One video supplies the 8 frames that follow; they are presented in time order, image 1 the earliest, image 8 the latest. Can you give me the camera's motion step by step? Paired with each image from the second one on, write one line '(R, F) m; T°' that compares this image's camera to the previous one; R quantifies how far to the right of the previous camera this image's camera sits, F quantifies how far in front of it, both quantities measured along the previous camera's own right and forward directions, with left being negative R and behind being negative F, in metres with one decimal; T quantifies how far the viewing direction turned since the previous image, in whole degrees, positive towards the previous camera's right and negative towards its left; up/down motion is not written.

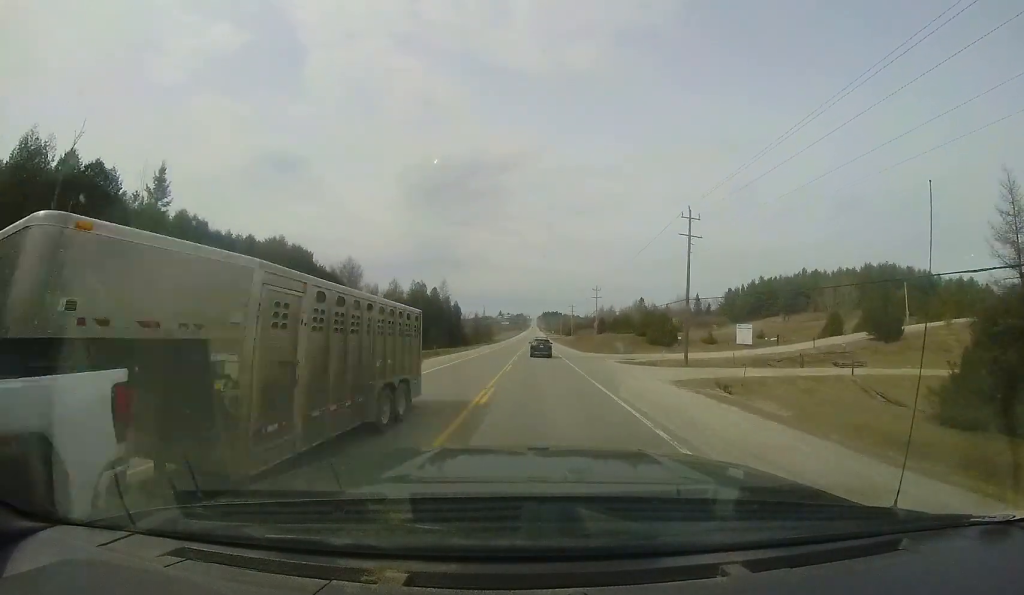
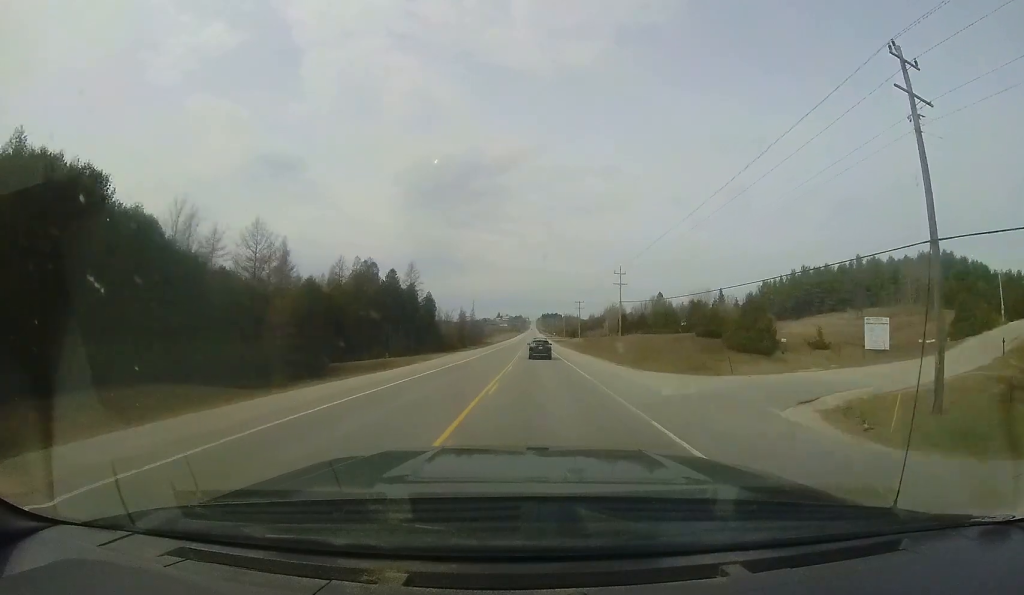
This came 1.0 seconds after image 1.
(+0.2, +26.1) m; 0°
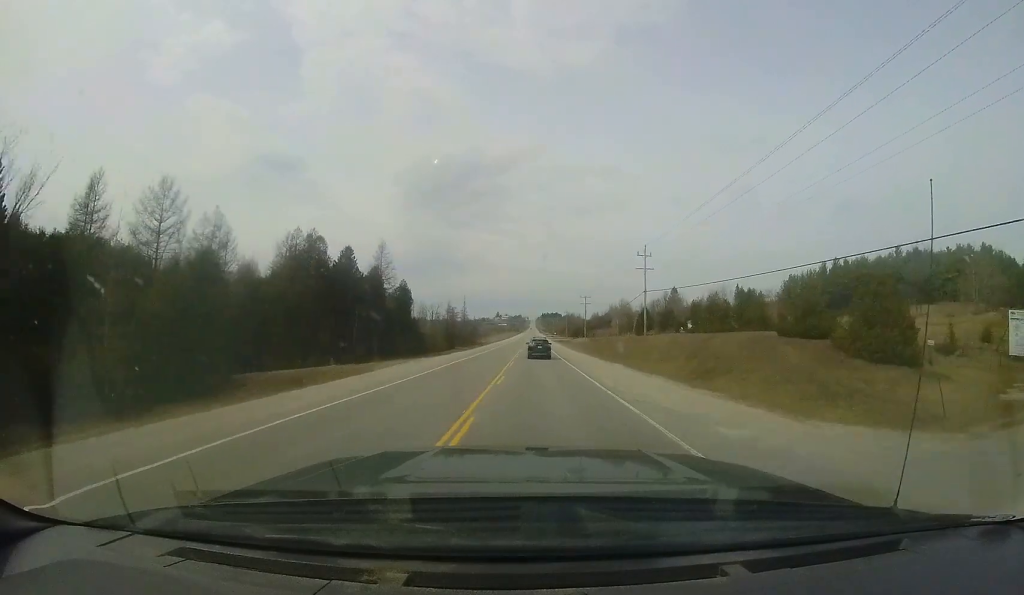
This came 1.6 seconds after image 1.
(0.0, +15.2) m; 0°
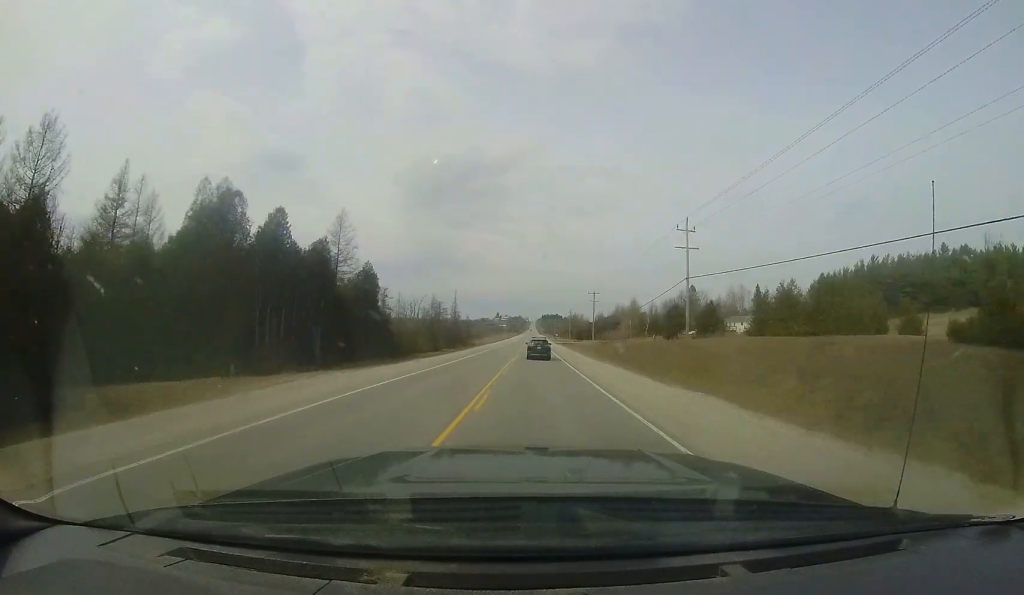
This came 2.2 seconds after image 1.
(0.0, +14.3) m; 0°
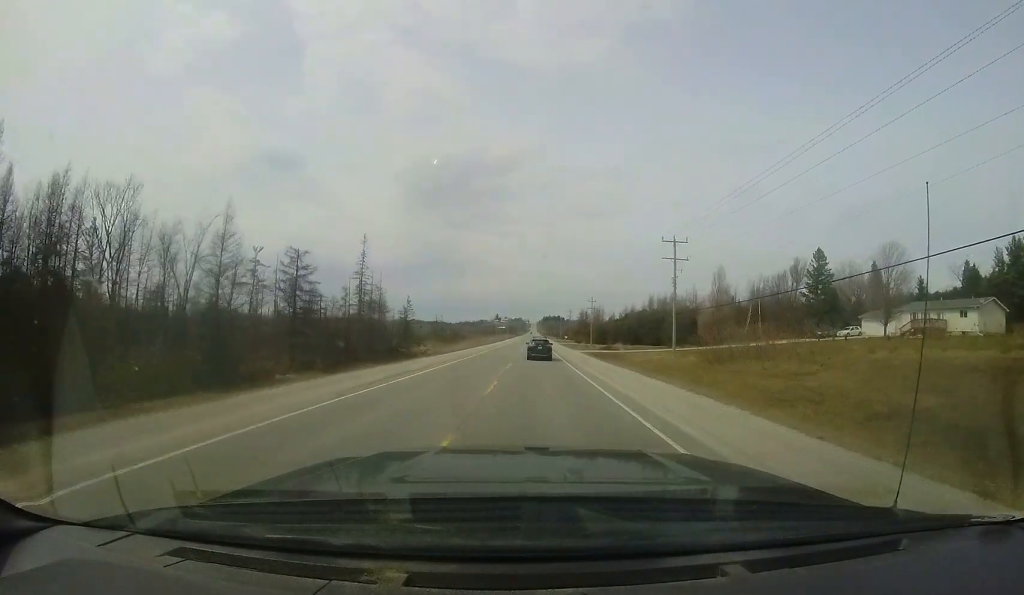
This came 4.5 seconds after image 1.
(-0.4, +55.7) m; 0°
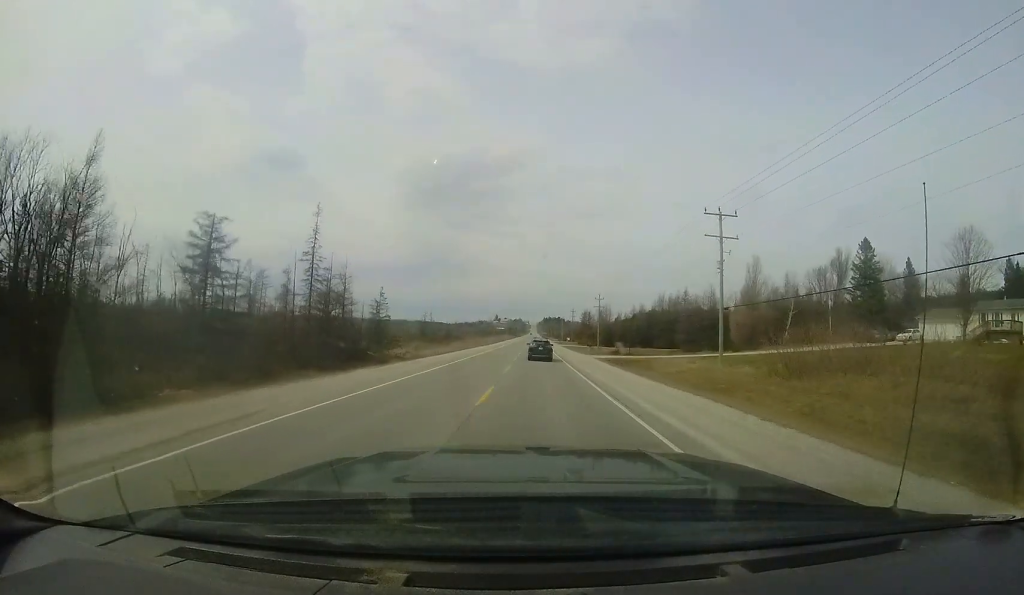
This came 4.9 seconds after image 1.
(-0.1, +10.9) m; 0°
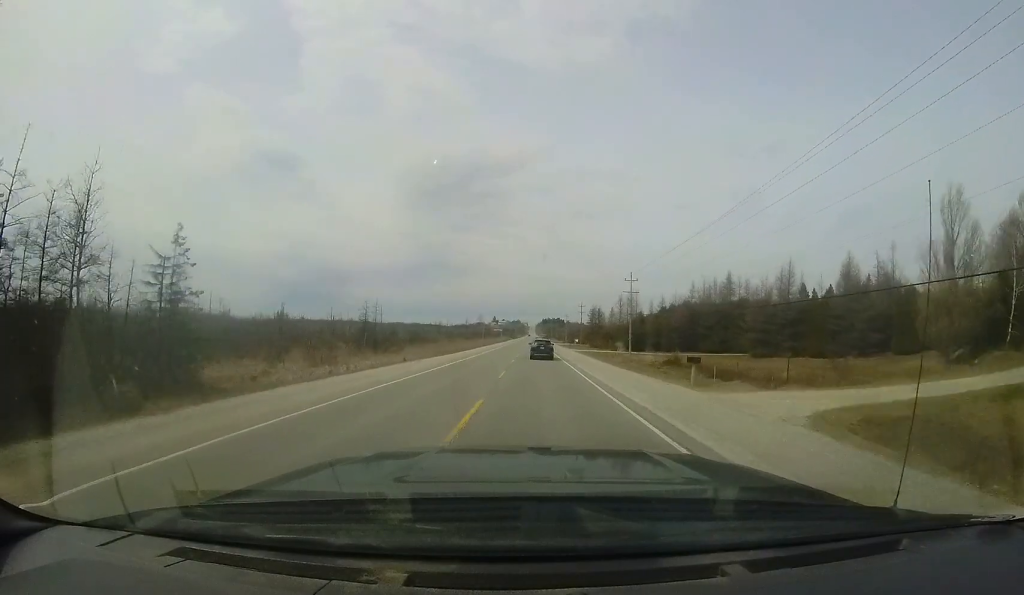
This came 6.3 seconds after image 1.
(+0.3, +29.1) m; +1°
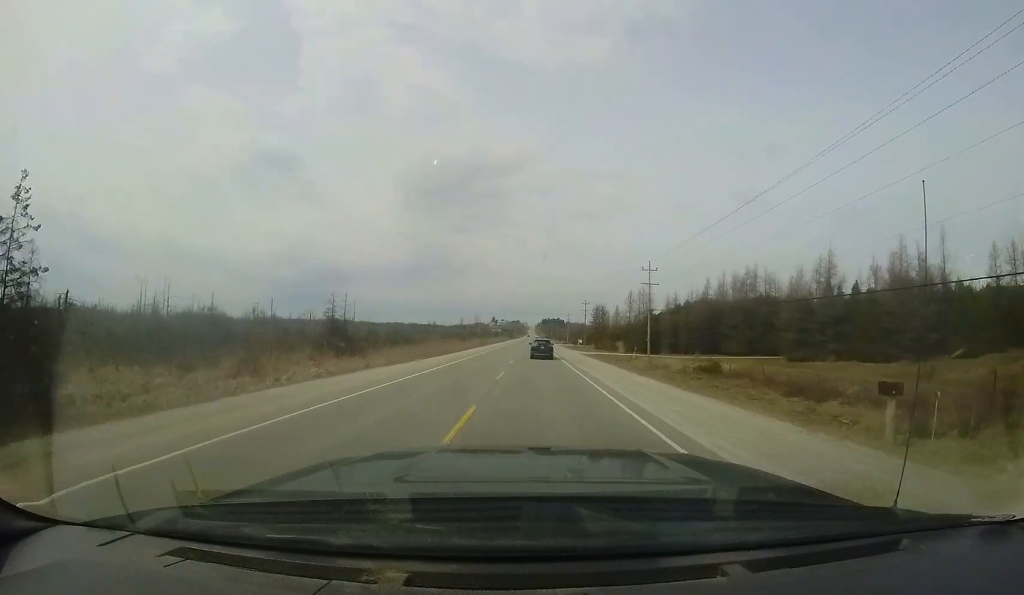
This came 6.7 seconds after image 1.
(0.0, +9.4) m; 0°
